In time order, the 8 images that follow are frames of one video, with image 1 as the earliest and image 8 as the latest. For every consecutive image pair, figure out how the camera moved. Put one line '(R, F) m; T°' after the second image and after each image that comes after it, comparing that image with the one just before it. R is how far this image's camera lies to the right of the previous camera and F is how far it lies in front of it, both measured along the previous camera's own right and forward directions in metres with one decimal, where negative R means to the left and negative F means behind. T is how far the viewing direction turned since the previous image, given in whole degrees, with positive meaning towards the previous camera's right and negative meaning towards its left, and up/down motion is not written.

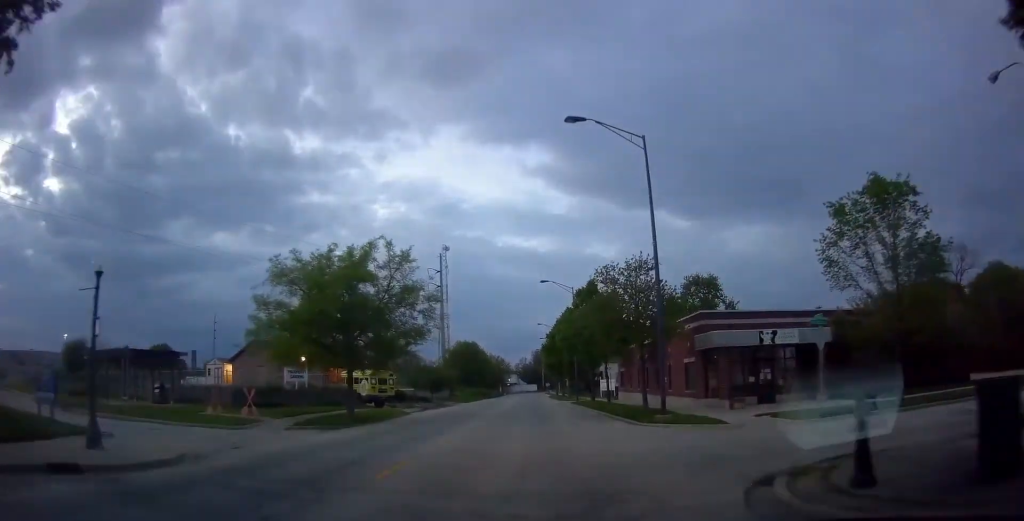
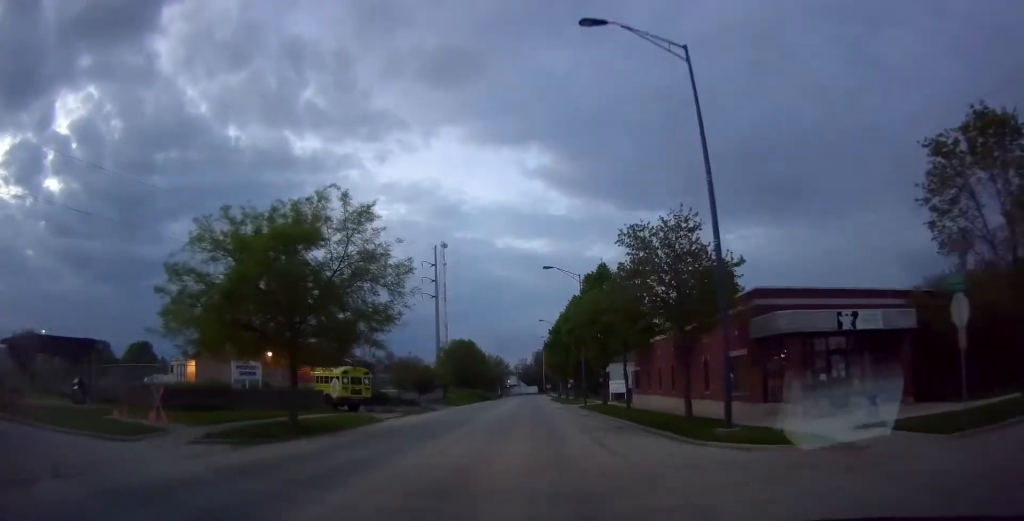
(0.0, +7.7) m; 0°
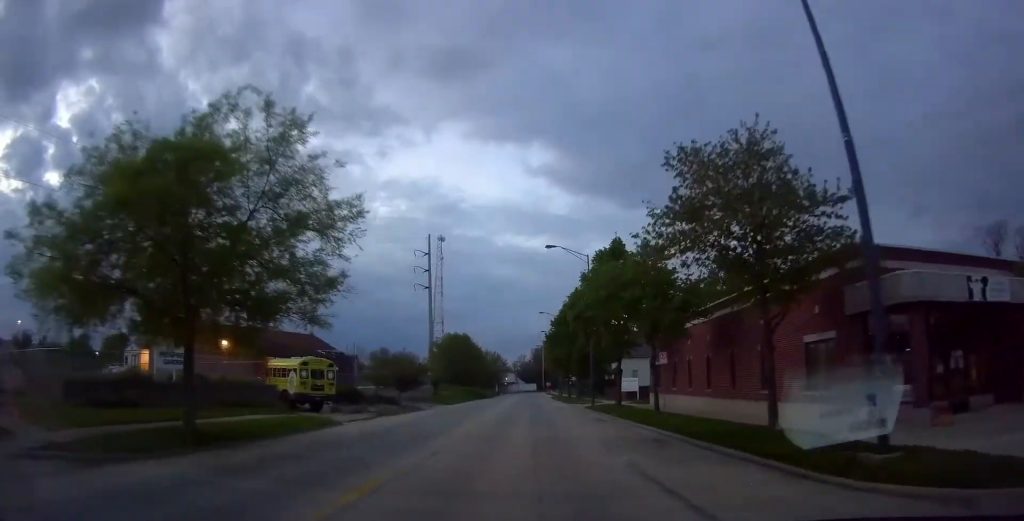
(0.0, +7.6) m; 0°
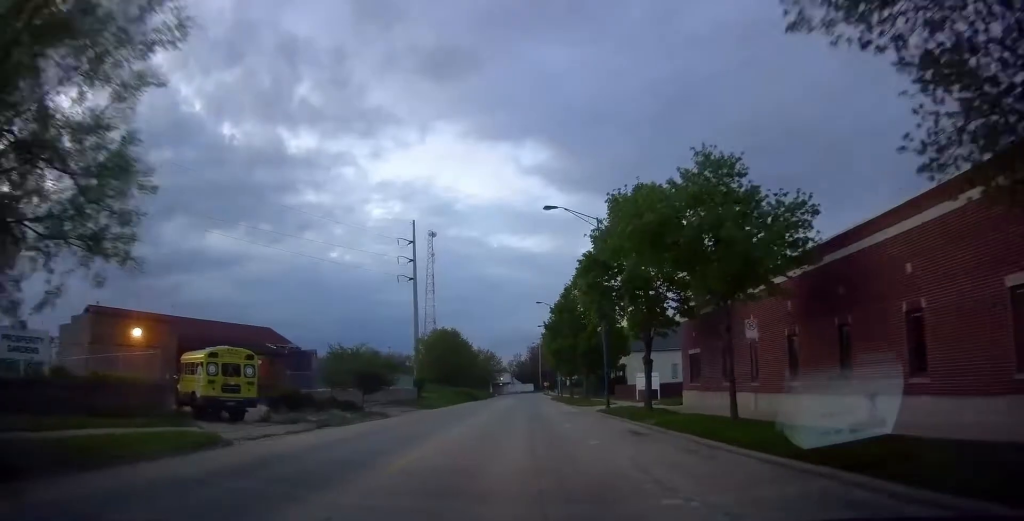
(0.0, +10.0) m; 0°
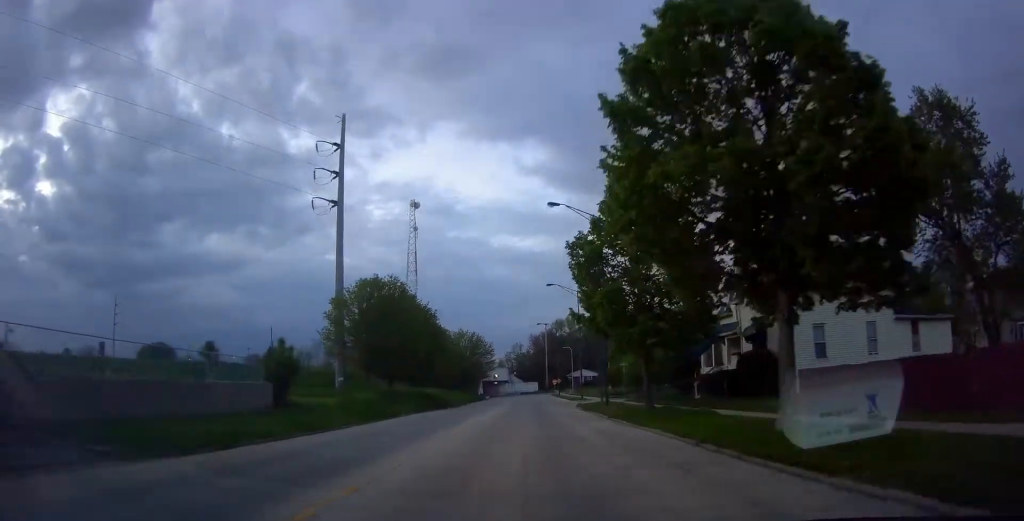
(0.0, +39.8) m; 0°
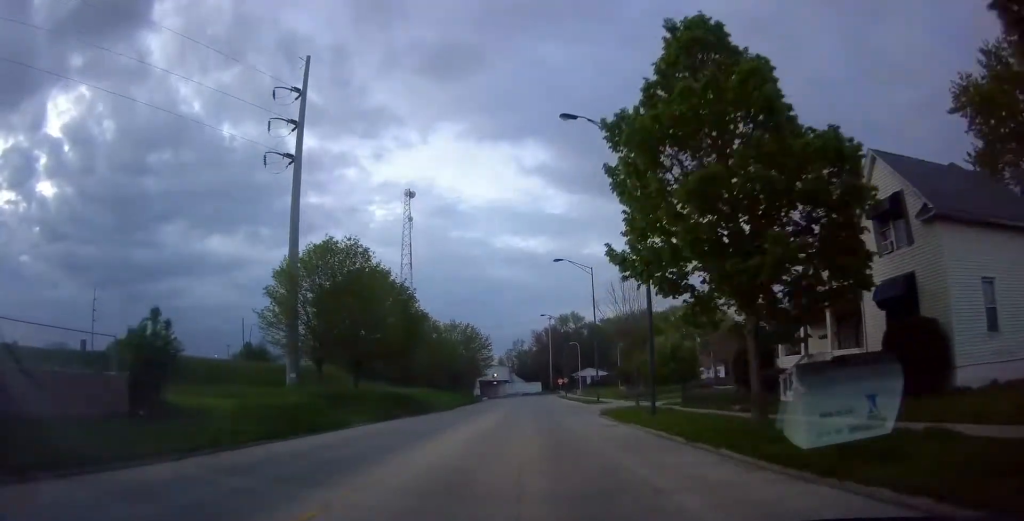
(0.0, +12.2) m; -1°
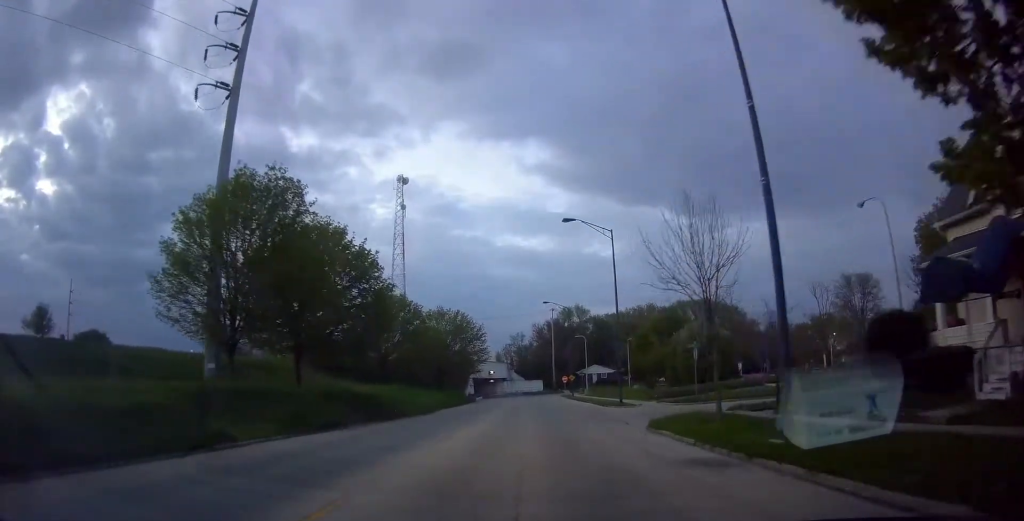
(-0.3, +12.1) m; 0°
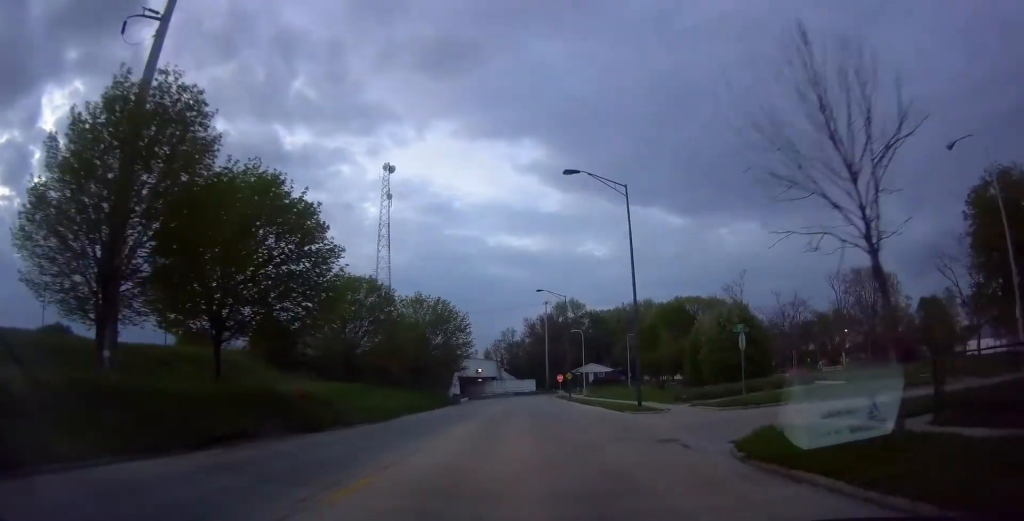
(+0.2, +9.0) m; +2°
